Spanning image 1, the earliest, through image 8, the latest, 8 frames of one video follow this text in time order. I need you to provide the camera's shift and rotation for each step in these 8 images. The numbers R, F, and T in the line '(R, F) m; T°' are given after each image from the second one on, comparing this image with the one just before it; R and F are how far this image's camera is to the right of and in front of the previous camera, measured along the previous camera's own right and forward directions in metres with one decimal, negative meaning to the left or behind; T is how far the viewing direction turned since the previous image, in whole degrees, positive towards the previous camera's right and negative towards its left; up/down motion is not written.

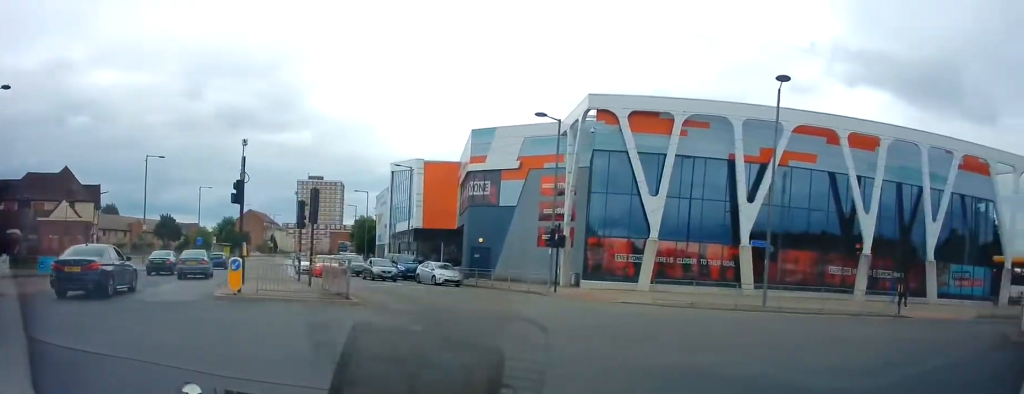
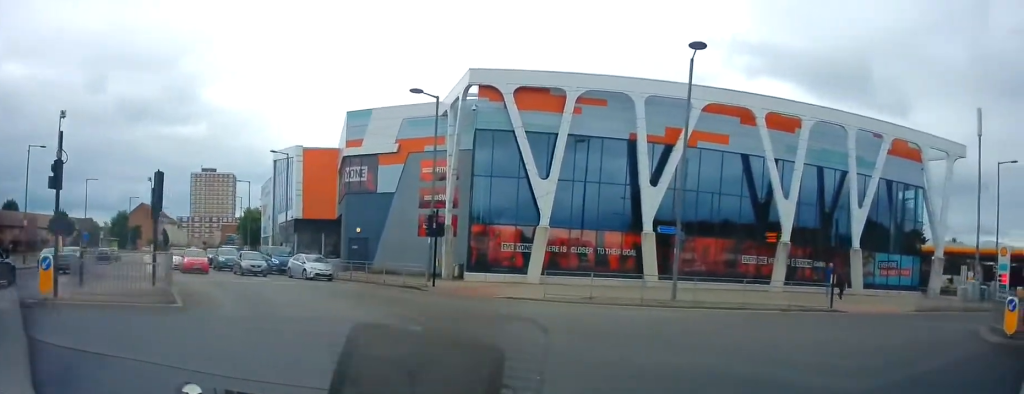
(+0.2, +3.4) m; +11°
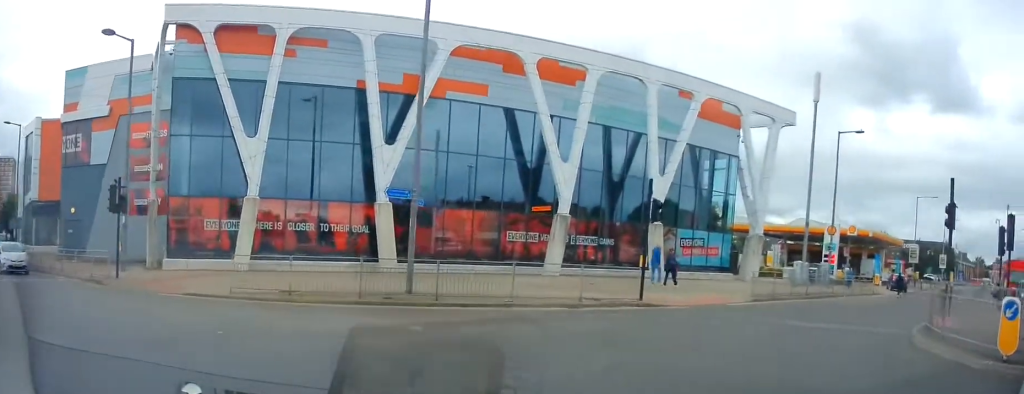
(+1.4, +7.1) m; +20°
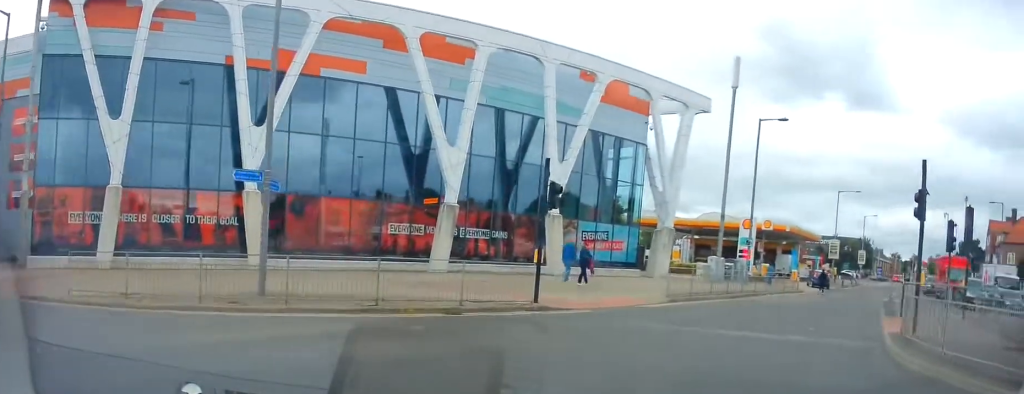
(+0.2, +2.9) m; +8°
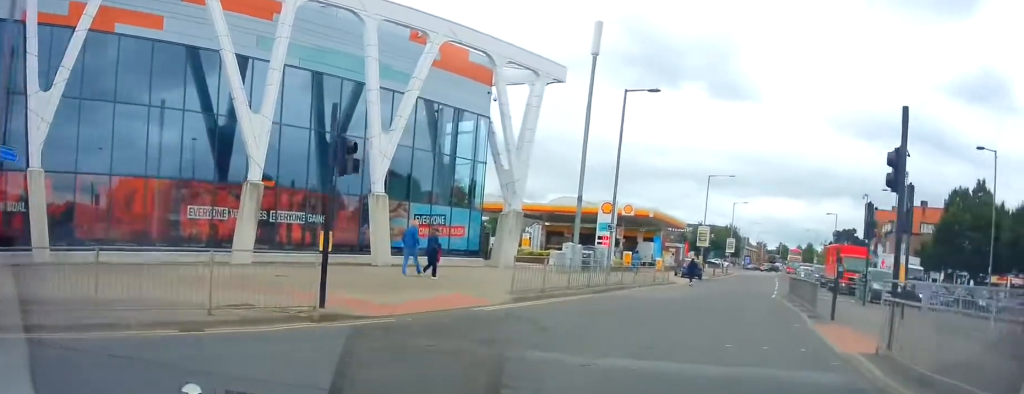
(+0.5, +4.4) m; +14°
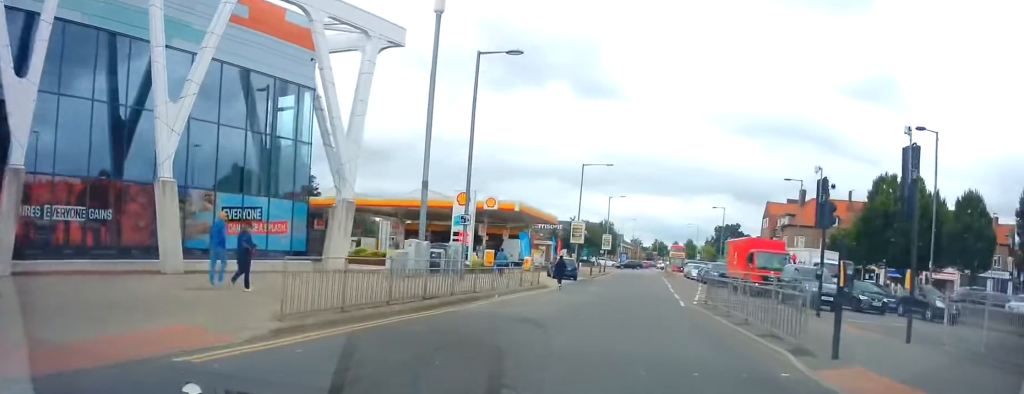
(+1.0, +5.8) m; +15°
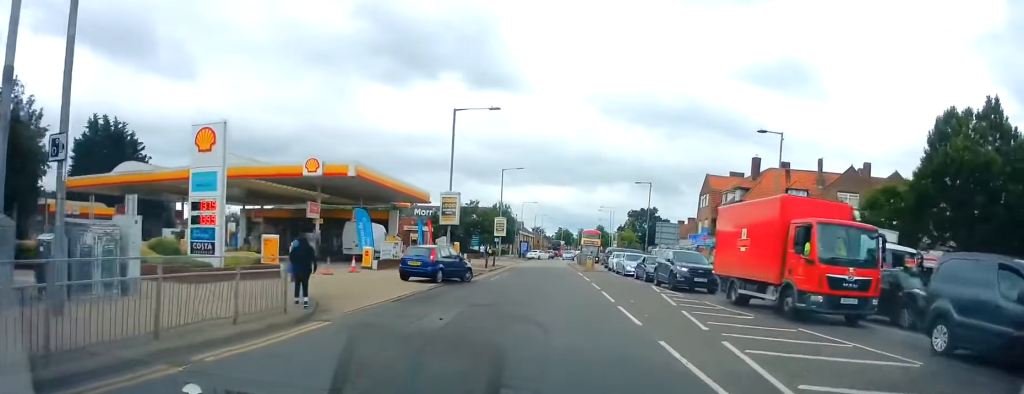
(+1.6, +16.6) m; +6°
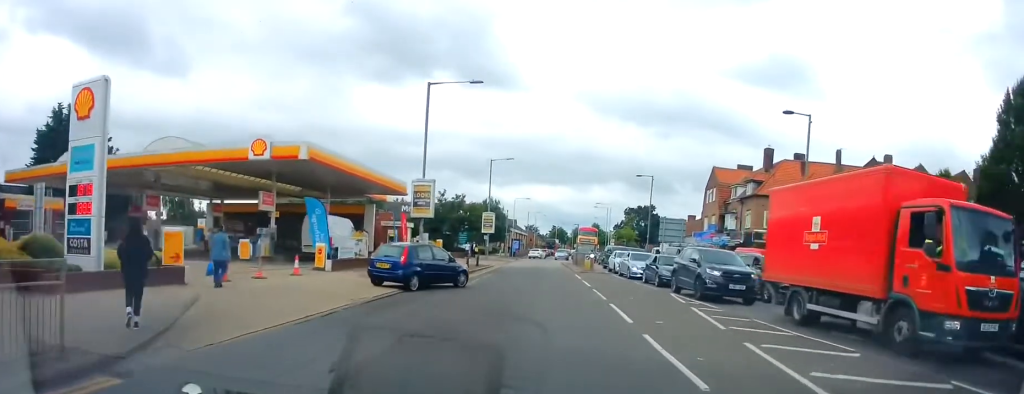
(+0.2, +5.1) m; +2°
